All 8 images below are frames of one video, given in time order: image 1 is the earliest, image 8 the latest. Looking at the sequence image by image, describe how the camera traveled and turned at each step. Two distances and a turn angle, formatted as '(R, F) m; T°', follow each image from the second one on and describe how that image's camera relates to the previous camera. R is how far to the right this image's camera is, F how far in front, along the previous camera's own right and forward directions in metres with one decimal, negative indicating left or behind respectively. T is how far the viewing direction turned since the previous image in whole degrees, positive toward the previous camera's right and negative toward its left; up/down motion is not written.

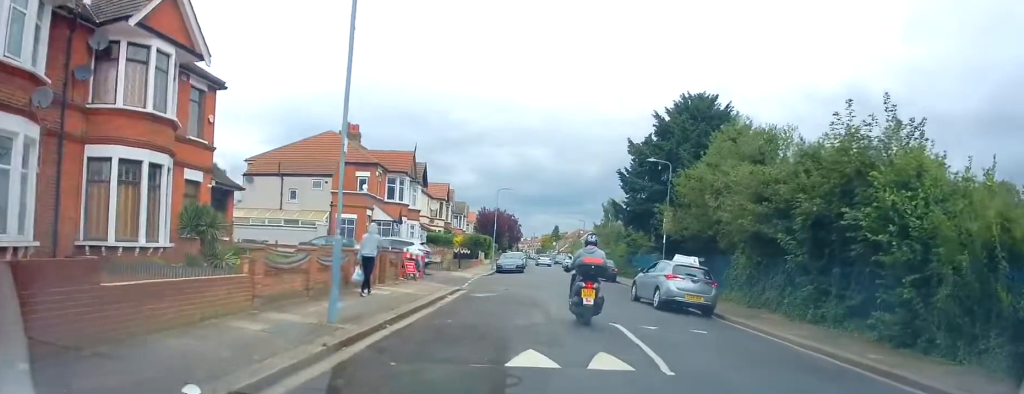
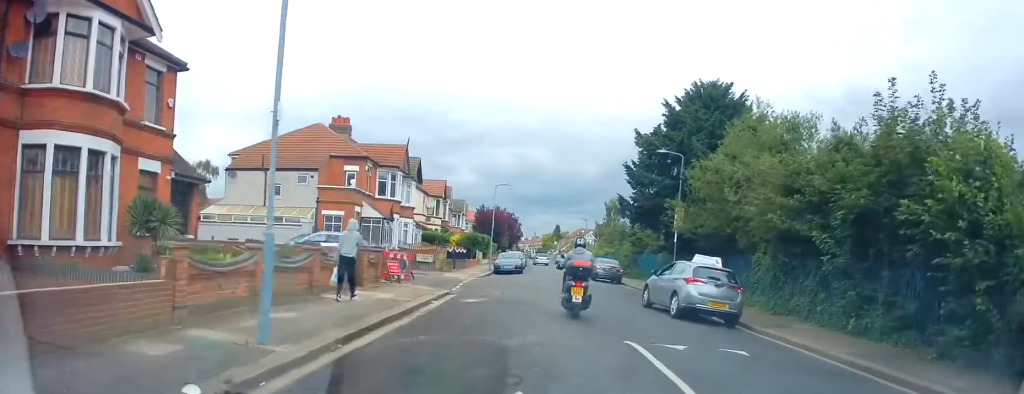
(0.0, +2.2) m; +3°
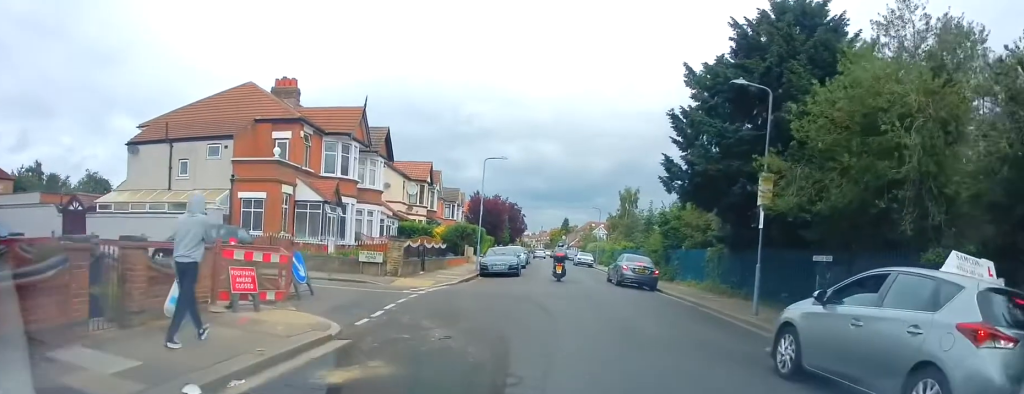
(+0.5, +10.3) m; +2°
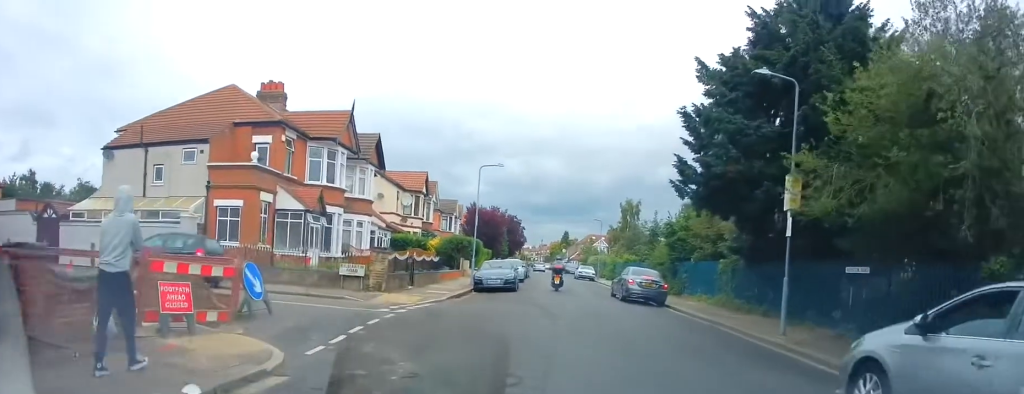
(+0.1, +2.0) m; 0°
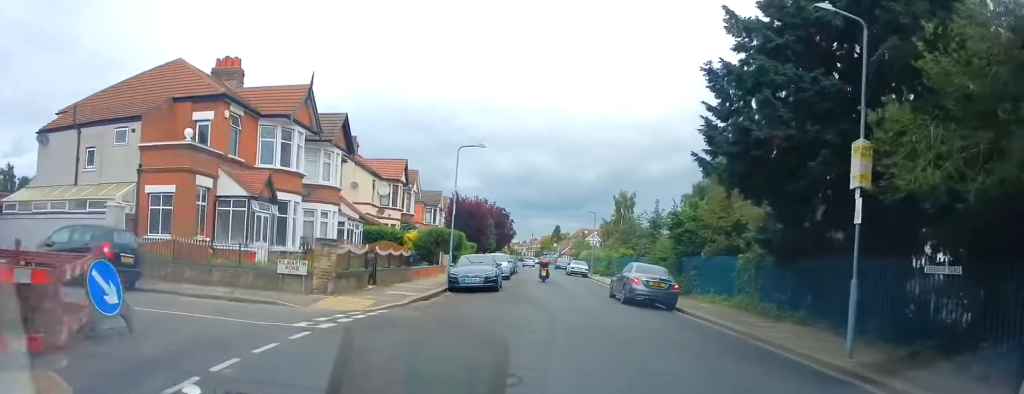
(+0.2, +3.5) m; +1°
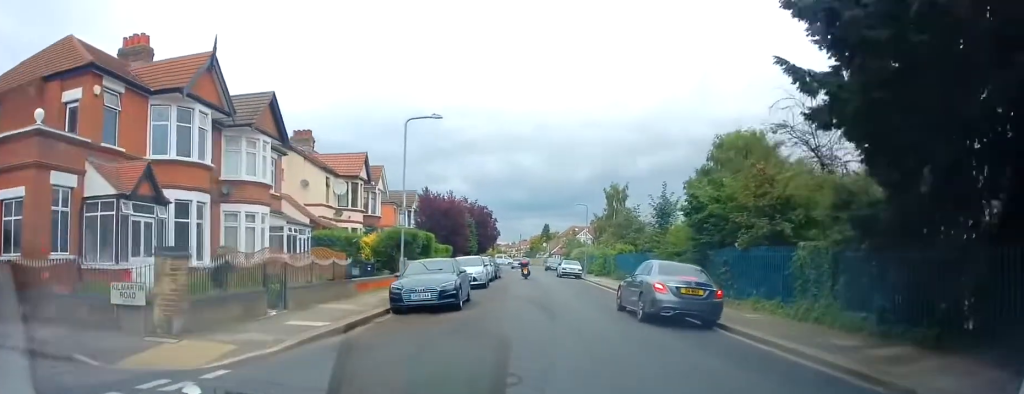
(-0.2, +6.3) m; -2°
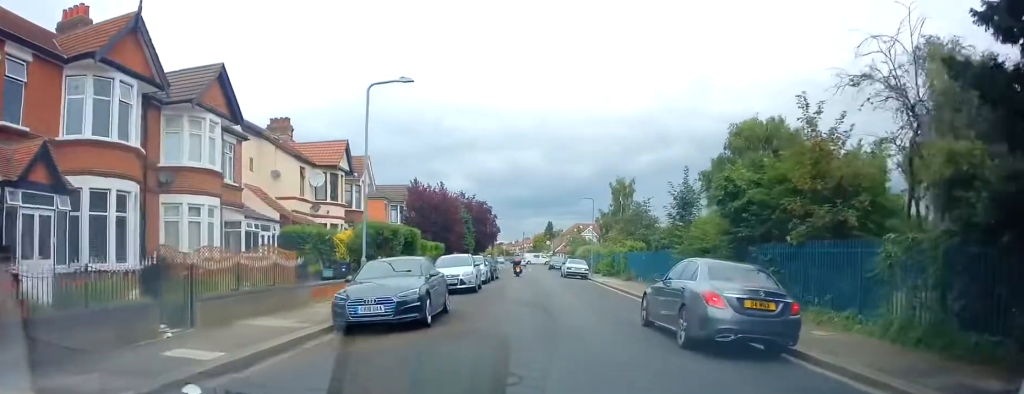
(0.0, +4.2) m; 0°
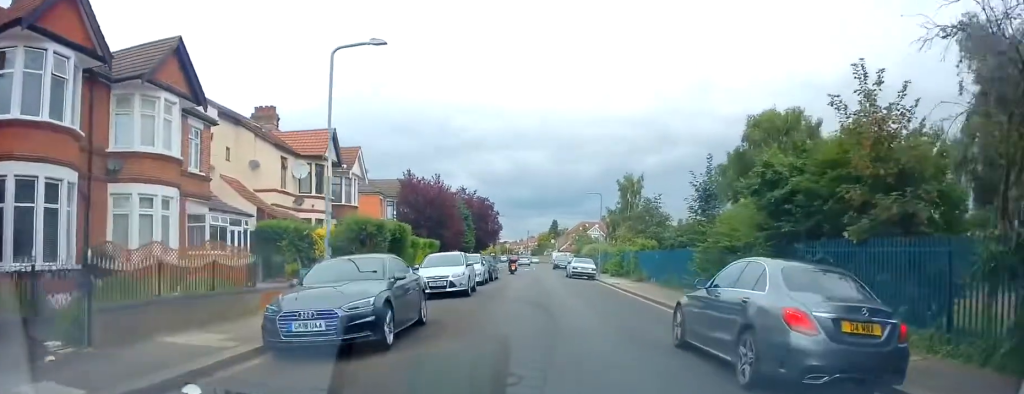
(0.0, +2.9) m; 0°
